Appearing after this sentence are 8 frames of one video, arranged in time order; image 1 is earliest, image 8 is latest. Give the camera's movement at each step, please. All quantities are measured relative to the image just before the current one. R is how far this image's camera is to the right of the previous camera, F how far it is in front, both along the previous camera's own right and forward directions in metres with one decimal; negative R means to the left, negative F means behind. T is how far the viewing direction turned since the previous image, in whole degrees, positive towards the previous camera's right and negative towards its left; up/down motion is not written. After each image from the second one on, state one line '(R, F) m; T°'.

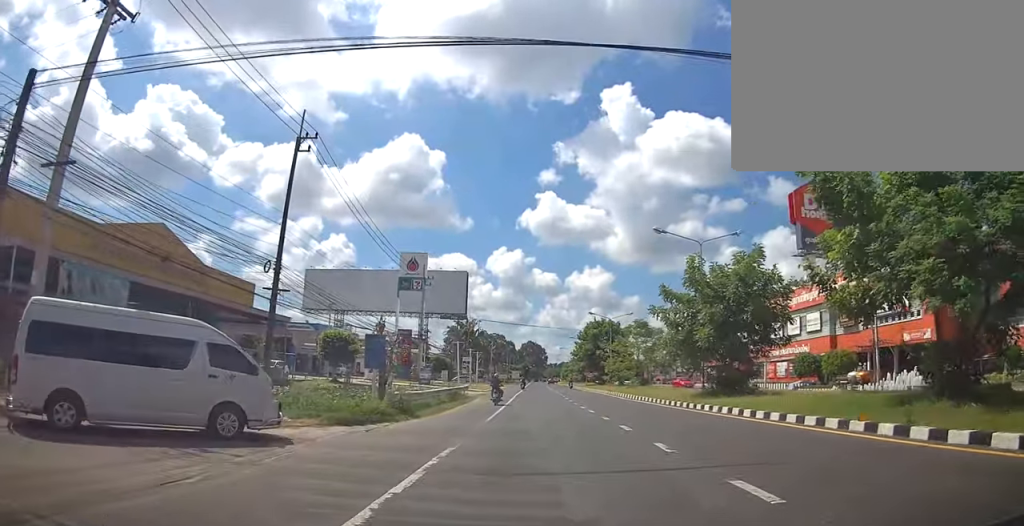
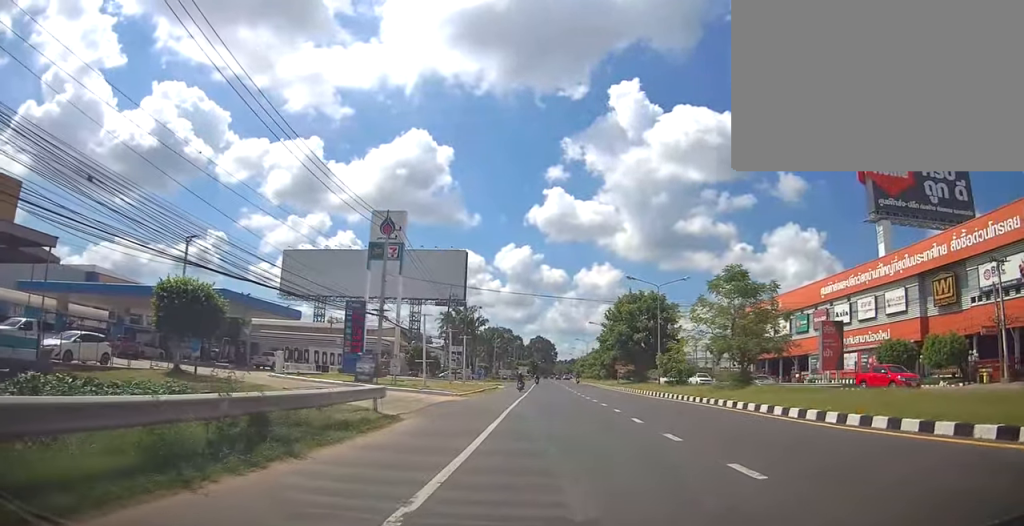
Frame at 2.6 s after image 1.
(-0.5, +21.5) m; -2°
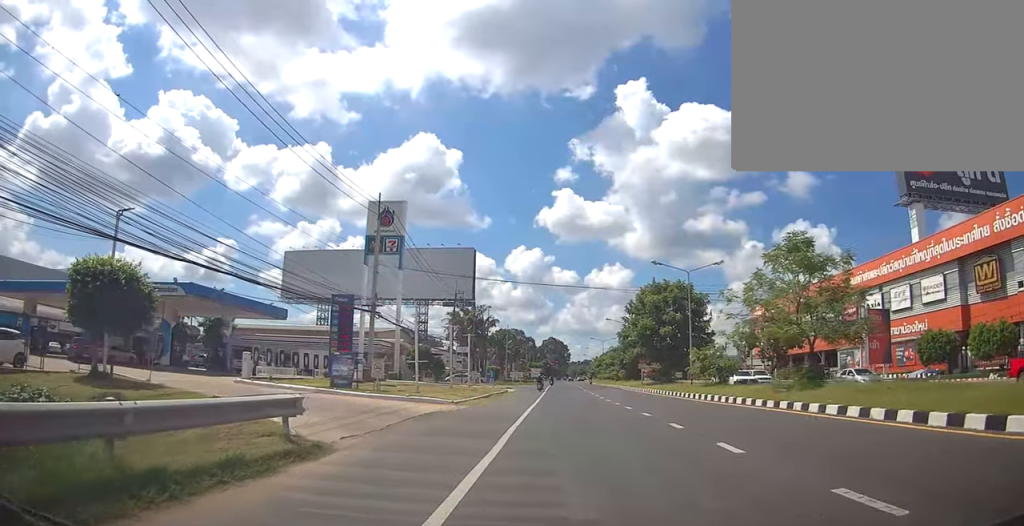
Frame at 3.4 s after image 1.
(-0.2, +5.7) m; -3°
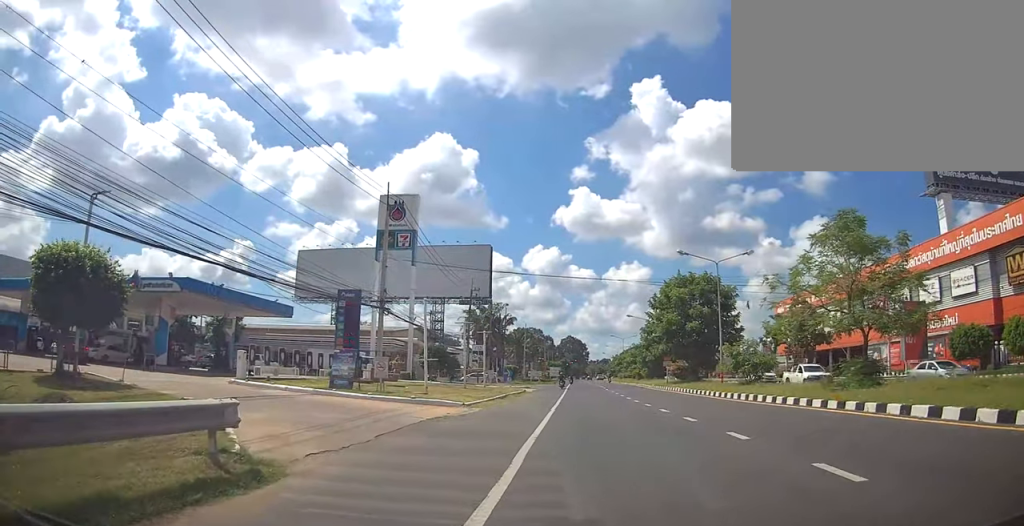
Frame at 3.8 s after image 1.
(0.0, +2.3) m; -4°
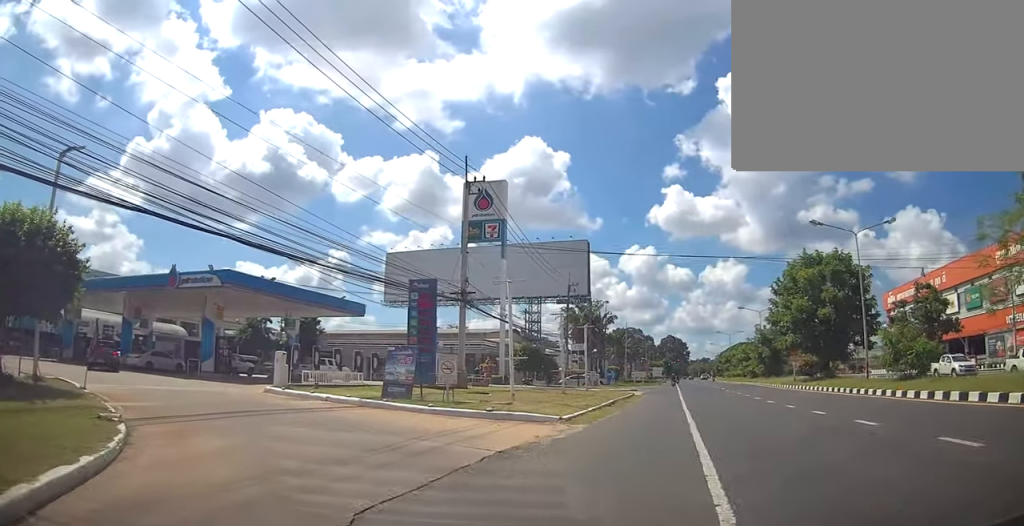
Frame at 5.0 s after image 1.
(-0.7, +6.1) m; -17°
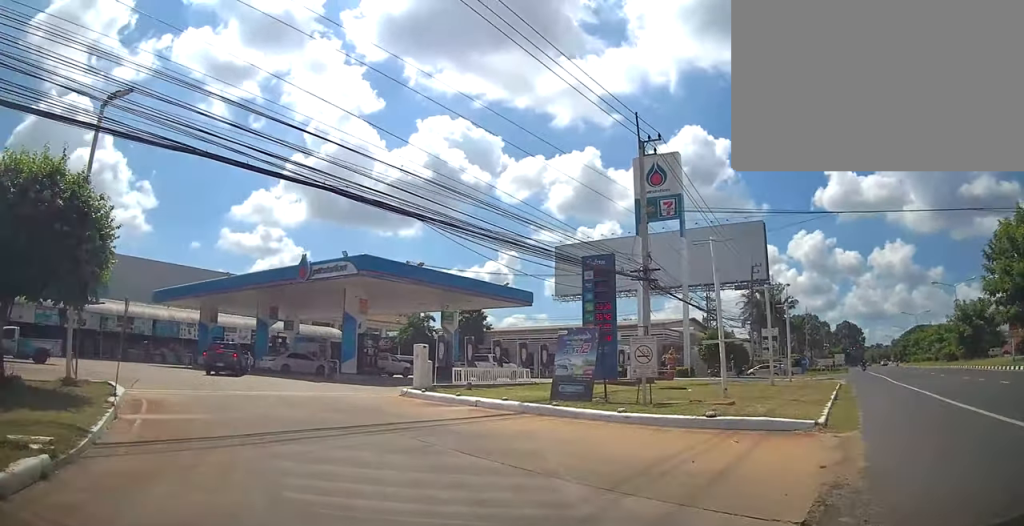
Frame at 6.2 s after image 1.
(-0.8, +5.3) m; -15°
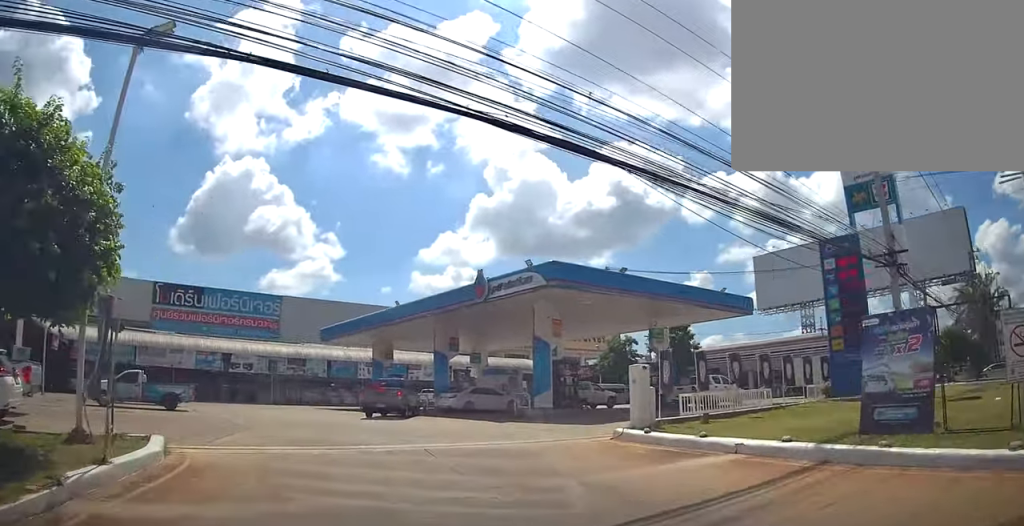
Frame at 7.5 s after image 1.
(-0.6, +5.1) m; -16°
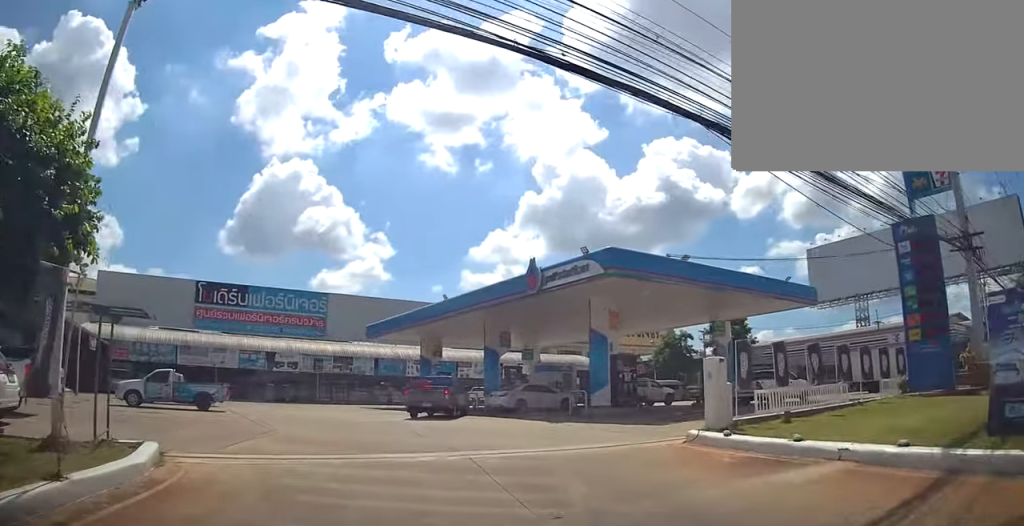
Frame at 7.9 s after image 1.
(-0.2, +1.4) m; -6°
